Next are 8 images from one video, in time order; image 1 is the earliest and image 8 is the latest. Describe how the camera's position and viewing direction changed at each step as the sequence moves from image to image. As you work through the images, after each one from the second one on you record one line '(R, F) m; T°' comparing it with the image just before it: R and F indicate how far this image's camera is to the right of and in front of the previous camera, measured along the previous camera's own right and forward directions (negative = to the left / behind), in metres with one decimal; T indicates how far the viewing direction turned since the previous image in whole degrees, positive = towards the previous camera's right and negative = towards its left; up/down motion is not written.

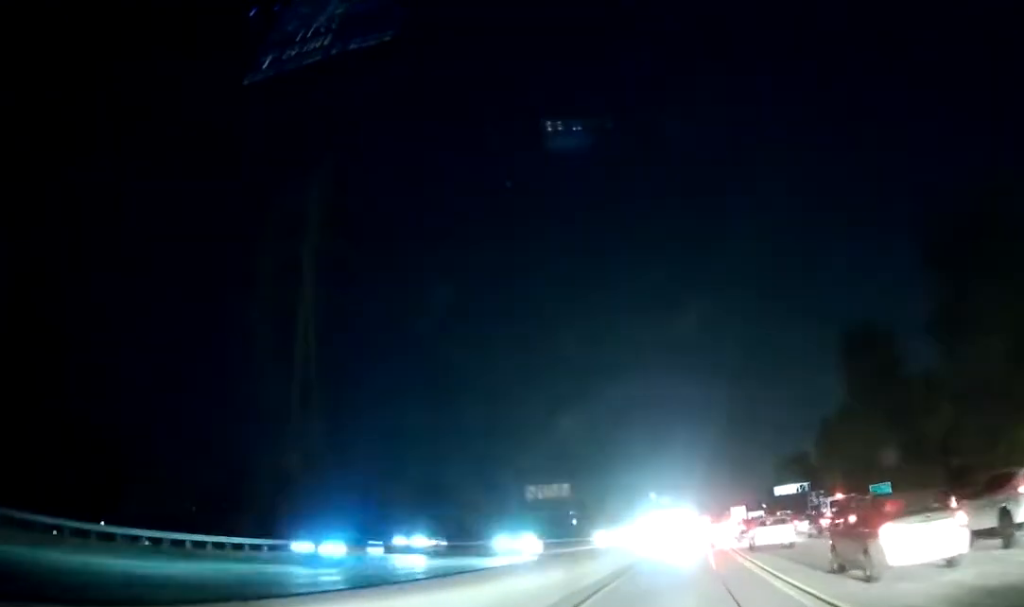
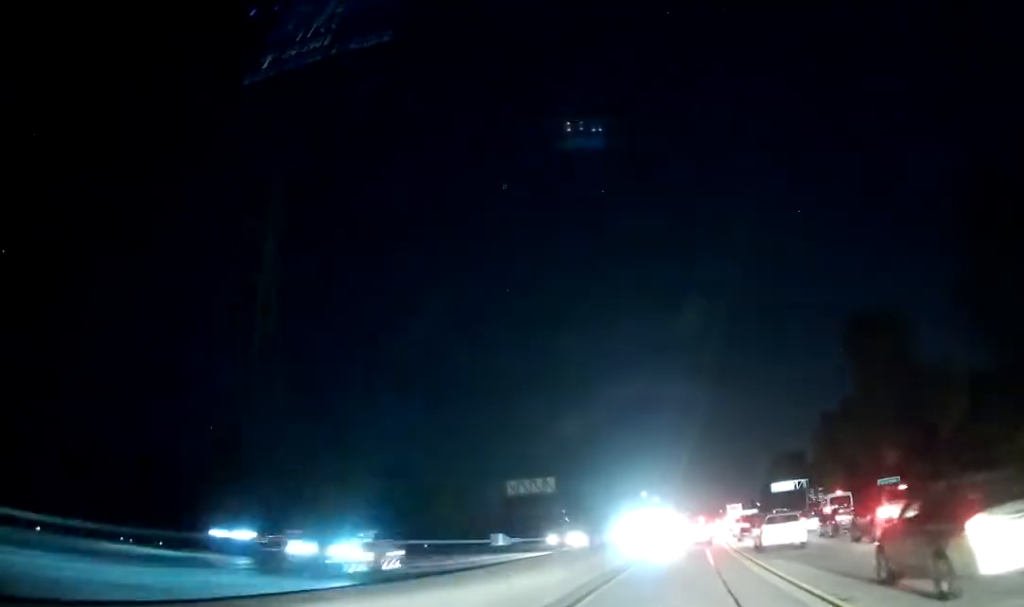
(+0.1, +7.3) m; +1°
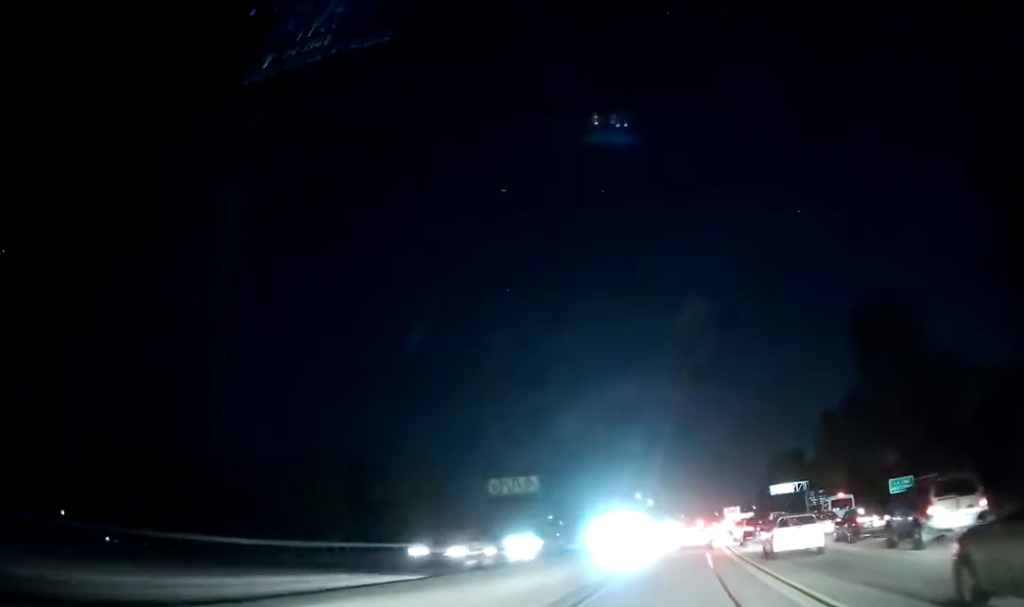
(0.0, +6.8) m; 0°
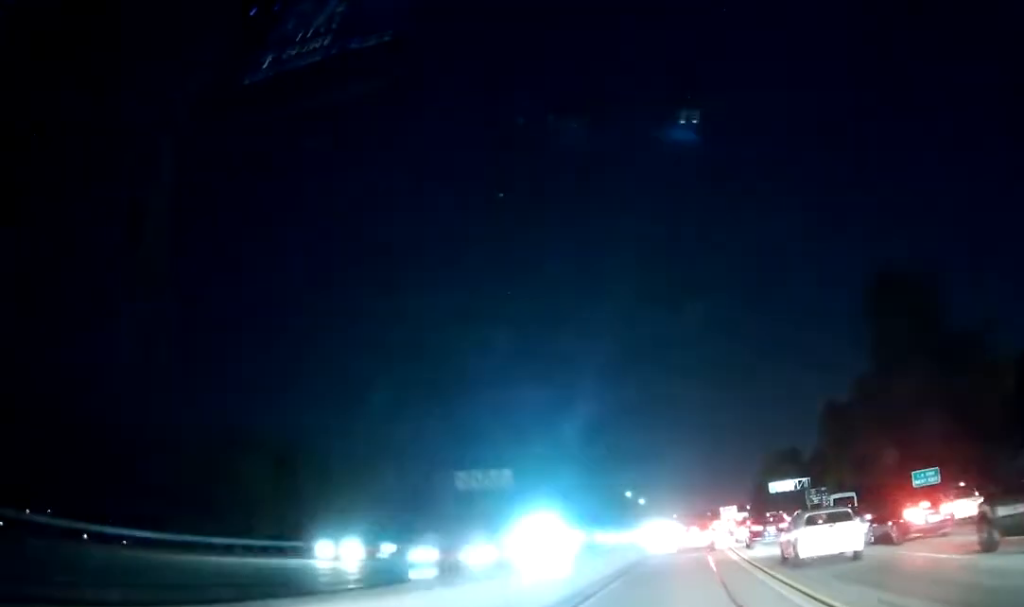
(+0.1, +10.8) m; 0°
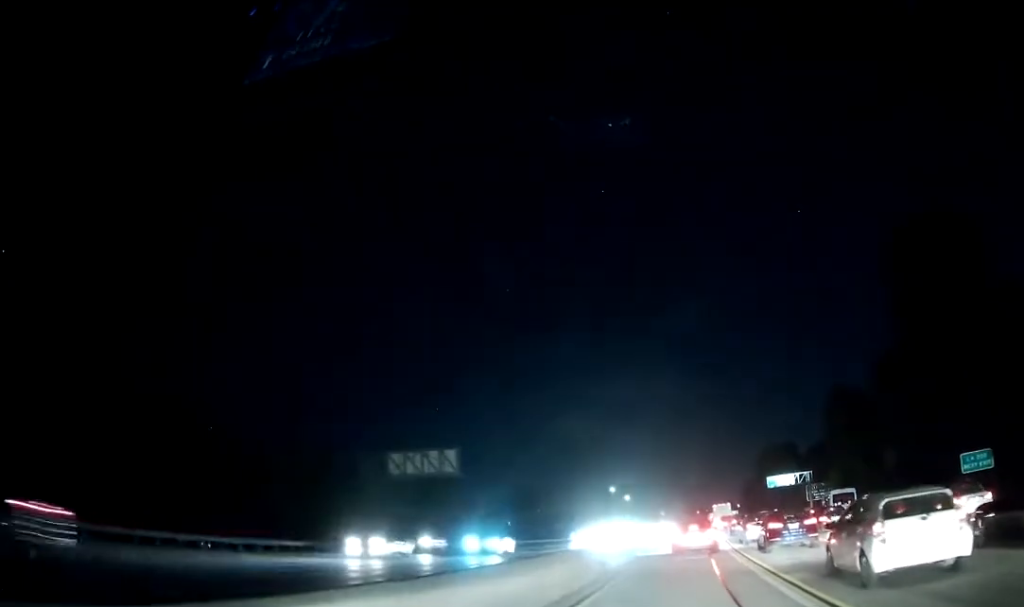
(+0.1, +15.3) m; +2°
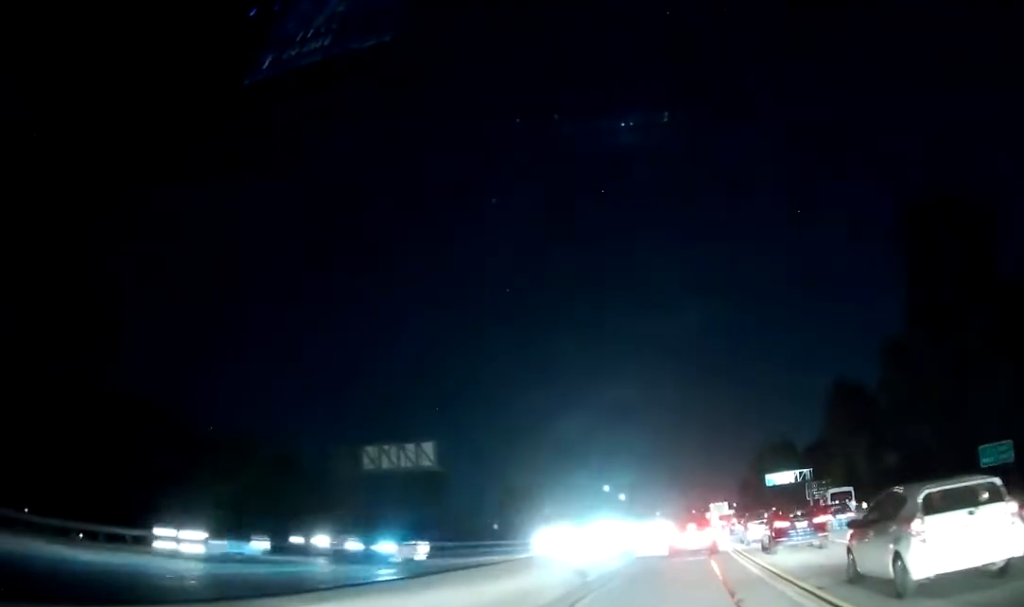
(+0.1, +4.9) m; +1°
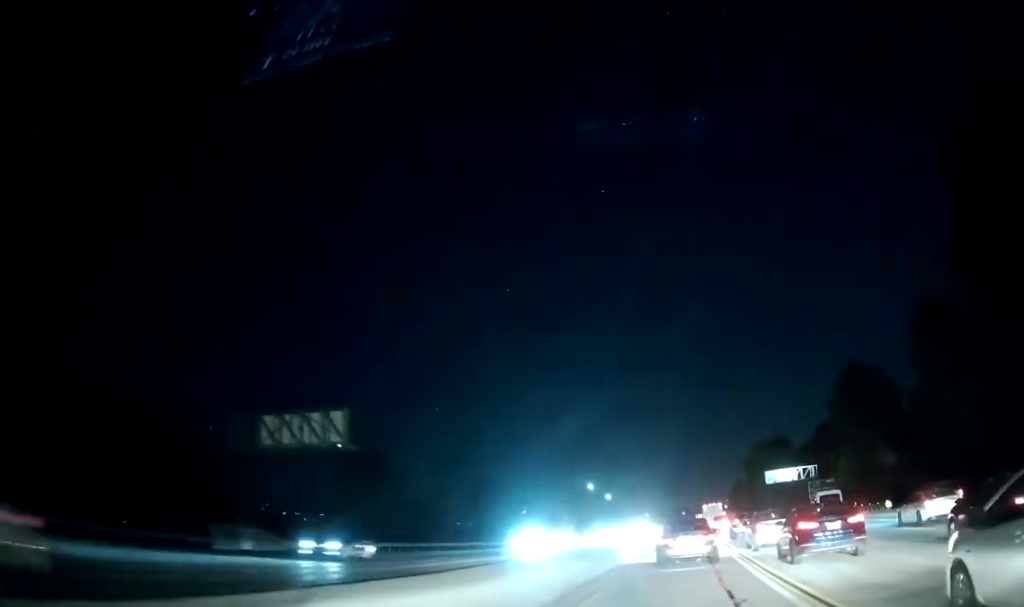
(+0.1, +15.8) m; +1°
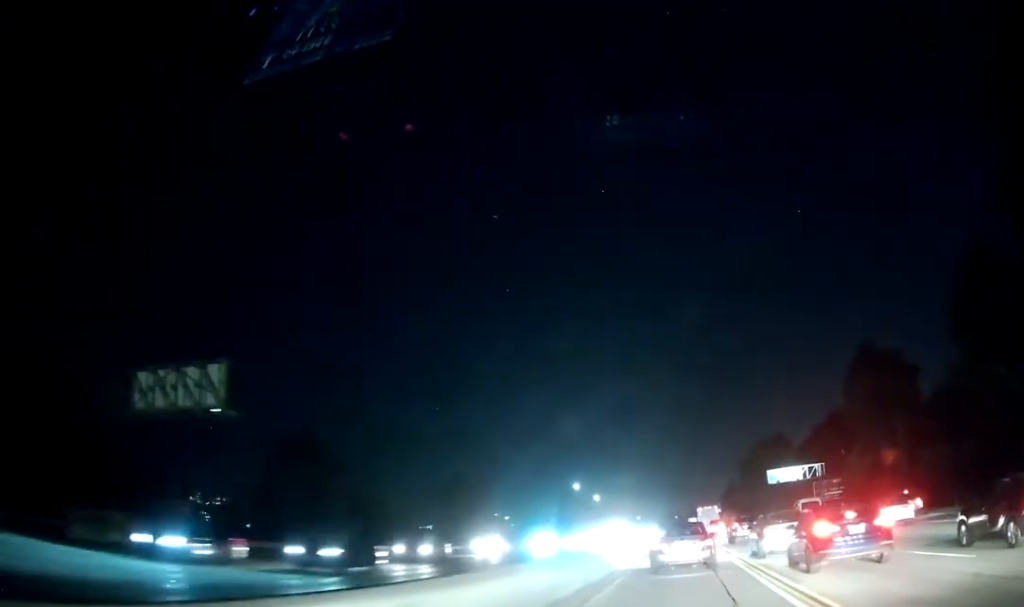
(0.0, +13.7) m; 0°
